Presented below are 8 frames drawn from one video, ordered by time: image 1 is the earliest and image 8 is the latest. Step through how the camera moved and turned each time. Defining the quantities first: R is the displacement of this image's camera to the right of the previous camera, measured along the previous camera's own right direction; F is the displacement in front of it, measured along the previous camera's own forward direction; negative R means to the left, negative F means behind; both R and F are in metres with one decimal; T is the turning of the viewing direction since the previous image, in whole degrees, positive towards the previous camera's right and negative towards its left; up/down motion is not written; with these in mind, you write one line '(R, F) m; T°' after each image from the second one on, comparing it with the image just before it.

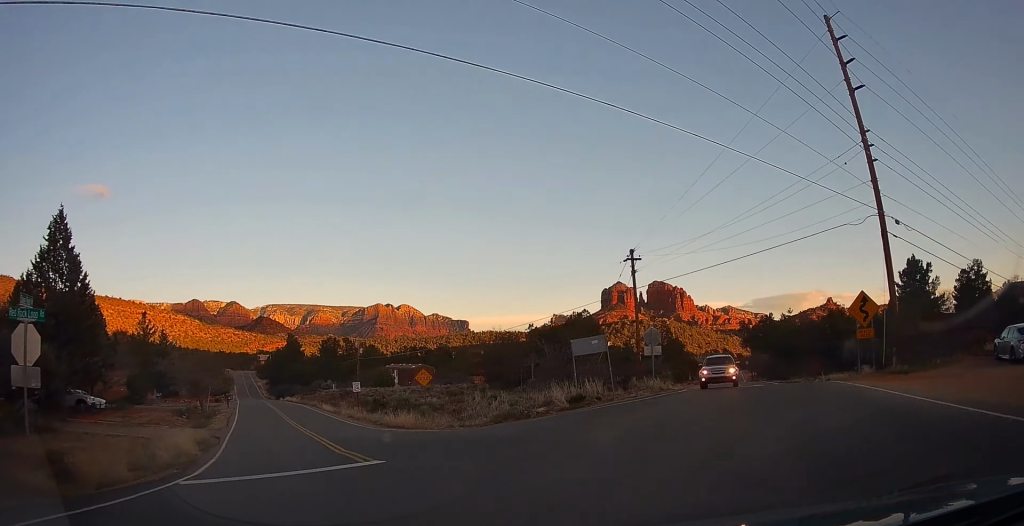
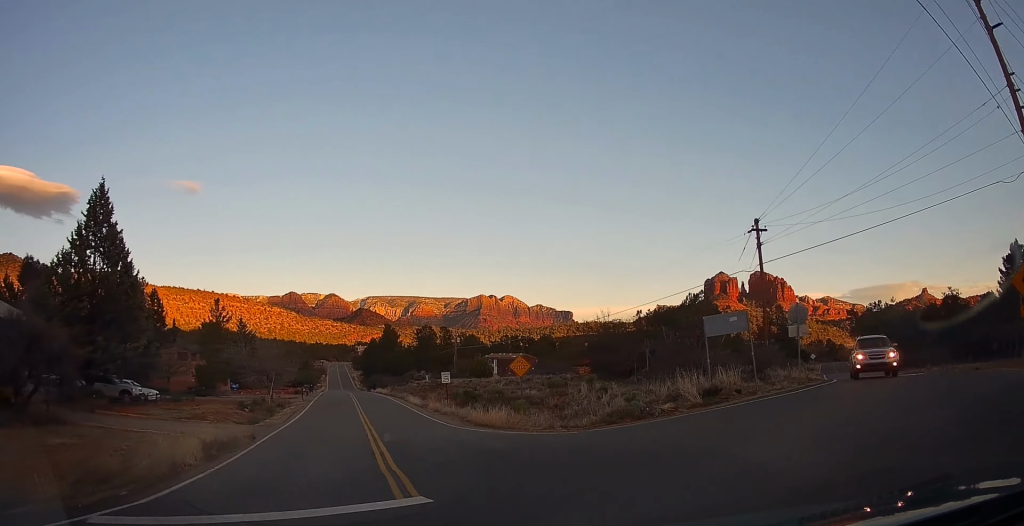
(-1.5, +5.2) m; -17°
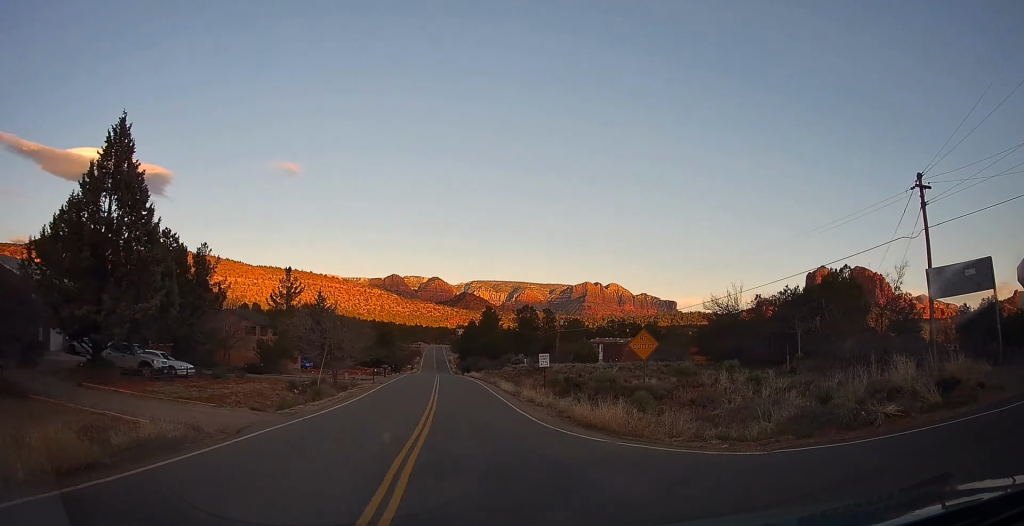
(-0.6, +7.0) m; -12°
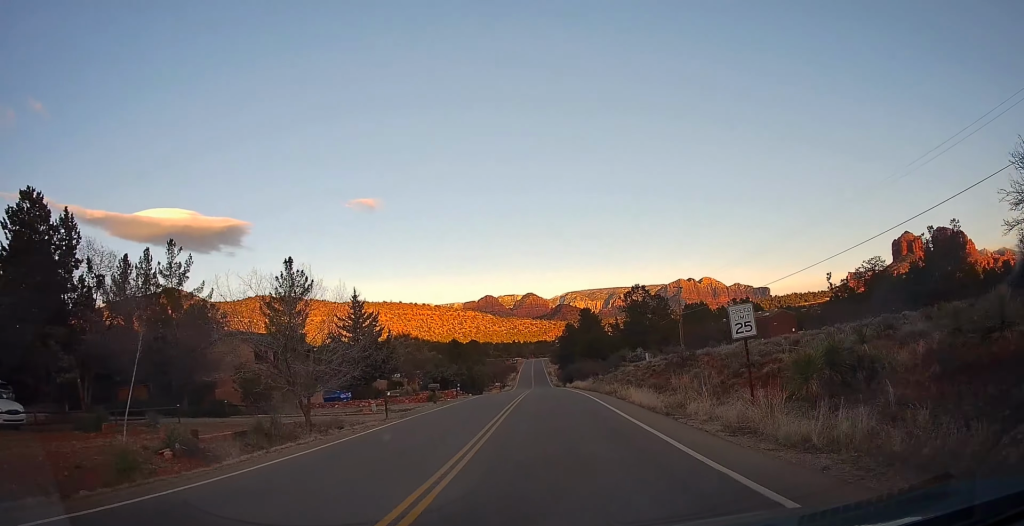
(-2.4, +17.3) m; -11°
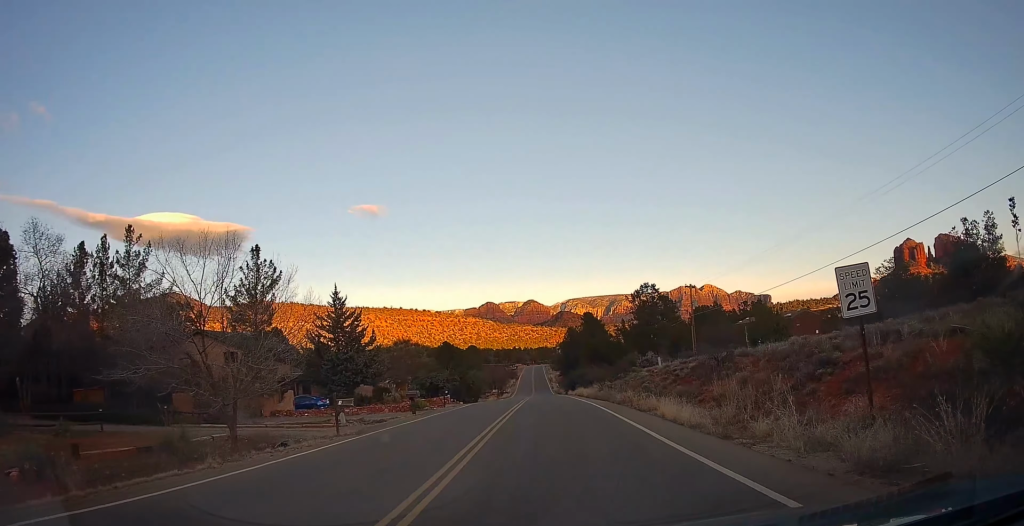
(-0.1, +4.8) m; -1°
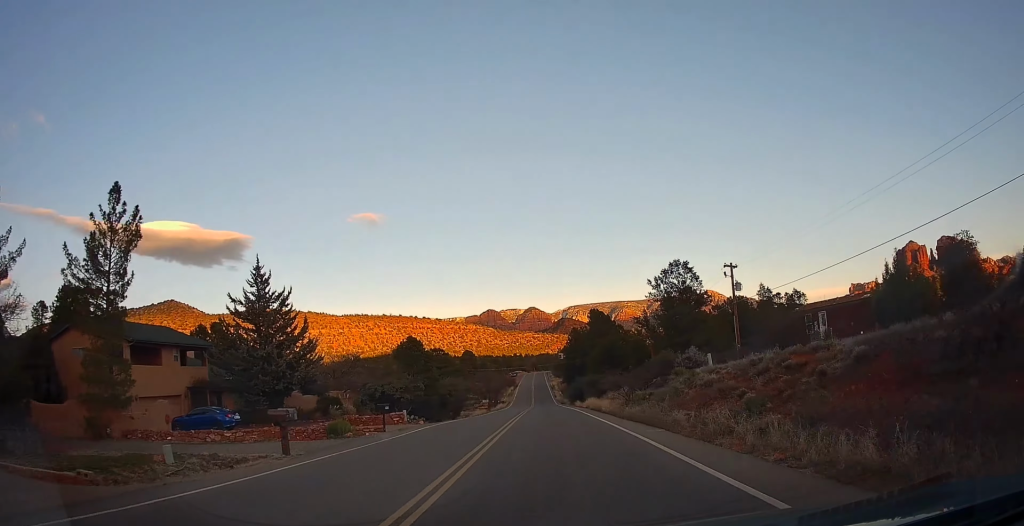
(-0.2, +13.0) m; +1°
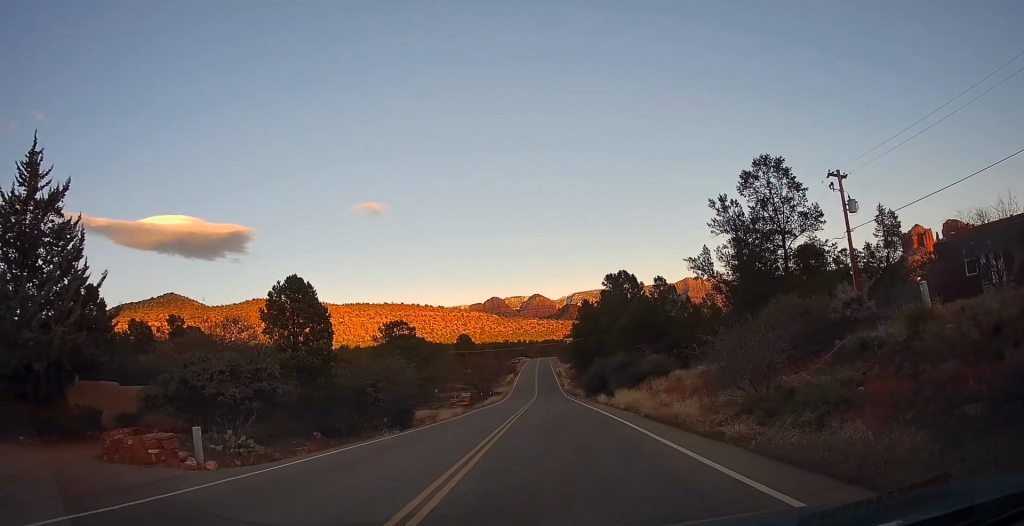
(+0.6, +19.1) m; +3°
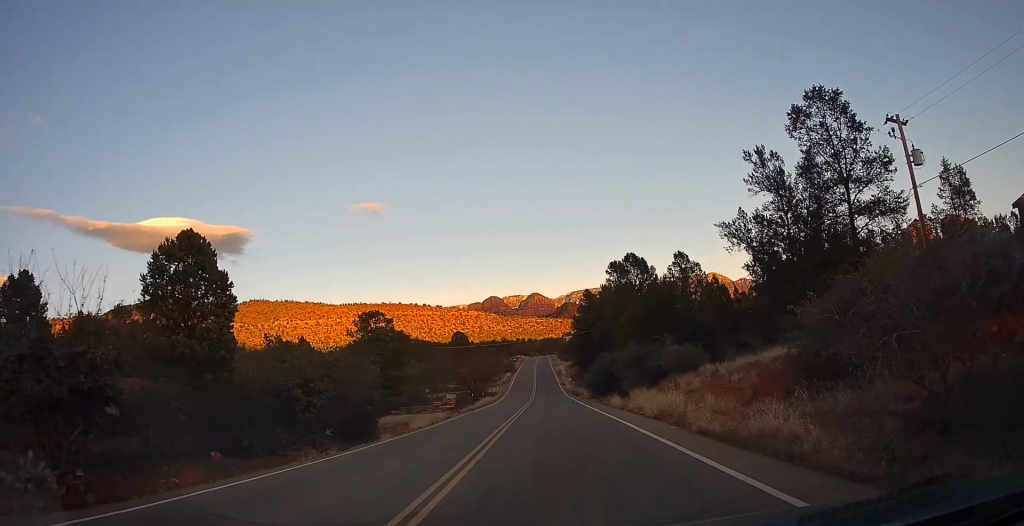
(0.0, +7.1) m; 0°
